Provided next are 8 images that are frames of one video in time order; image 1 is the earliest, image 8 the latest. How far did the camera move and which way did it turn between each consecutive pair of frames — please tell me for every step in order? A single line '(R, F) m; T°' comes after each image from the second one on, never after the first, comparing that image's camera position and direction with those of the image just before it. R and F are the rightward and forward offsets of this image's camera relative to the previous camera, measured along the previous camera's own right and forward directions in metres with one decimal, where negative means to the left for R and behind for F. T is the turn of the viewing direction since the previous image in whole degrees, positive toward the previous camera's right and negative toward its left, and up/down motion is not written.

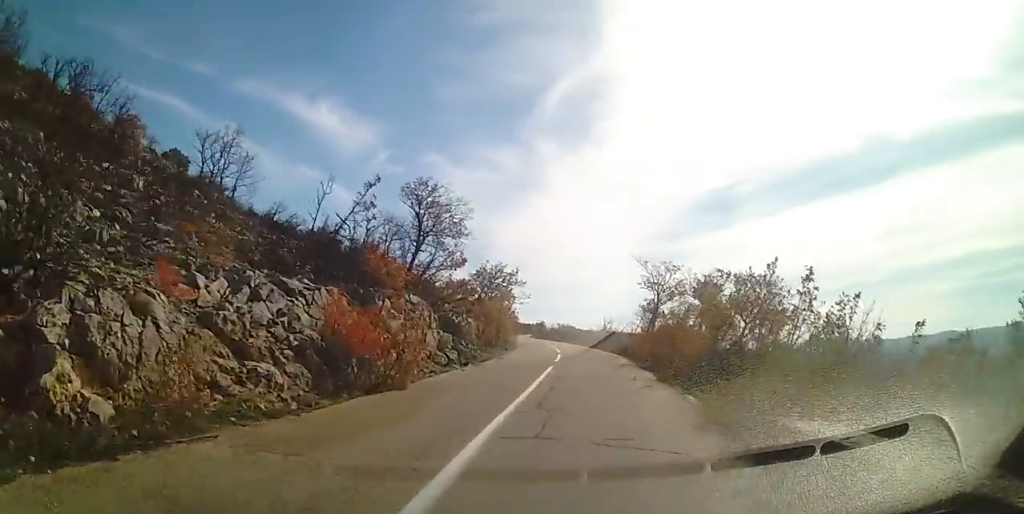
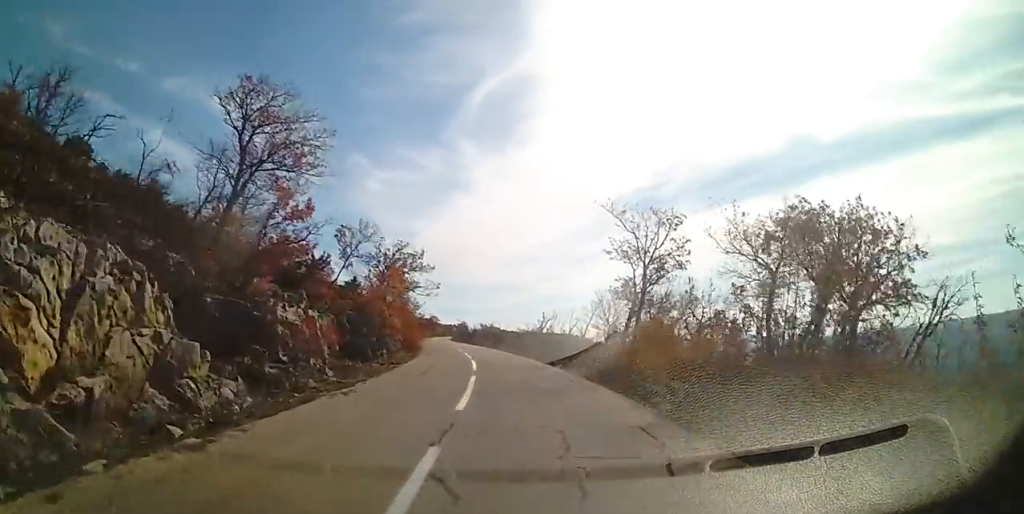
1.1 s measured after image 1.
(+1.5, +12.6) m; +8°
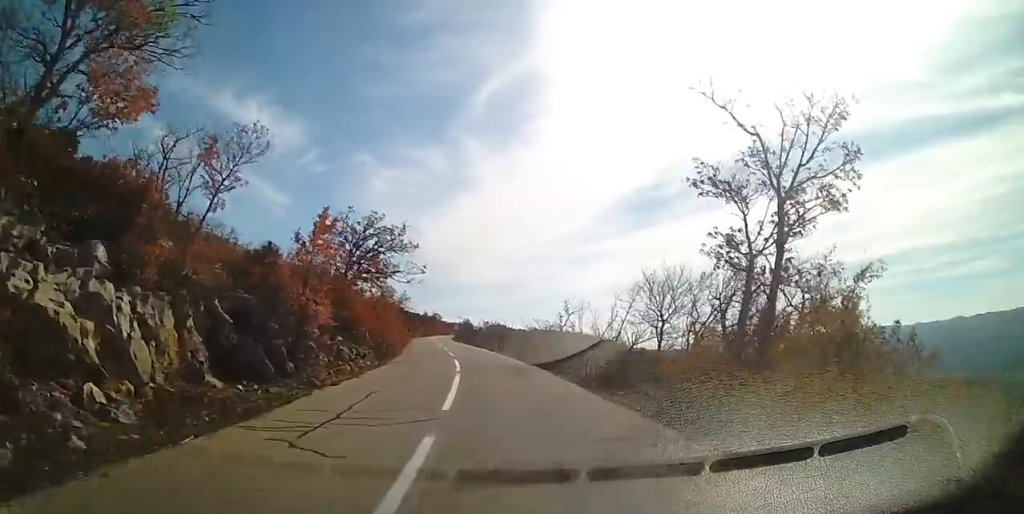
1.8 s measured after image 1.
(+0.3, +8.8) m; 0°
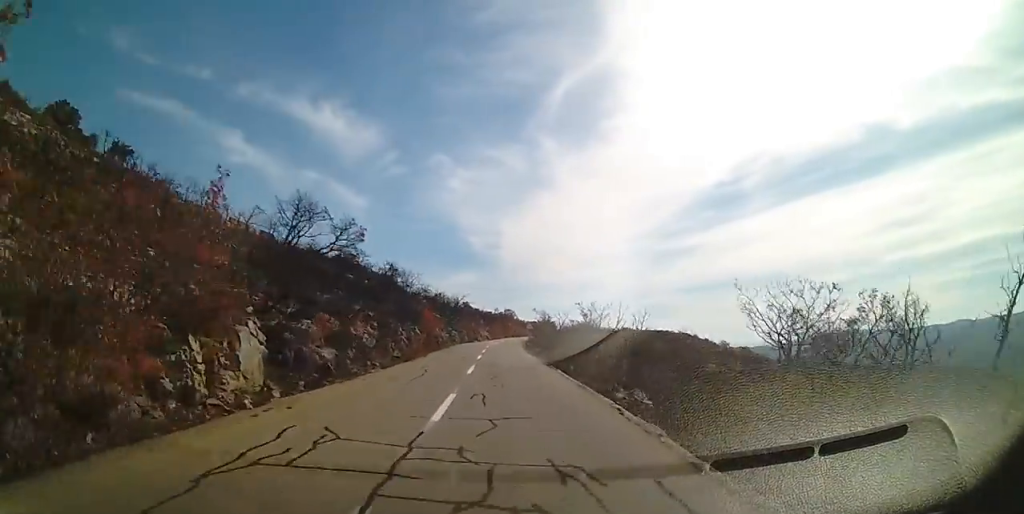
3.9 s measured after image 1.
(-1.2, +29.8) m; -5°
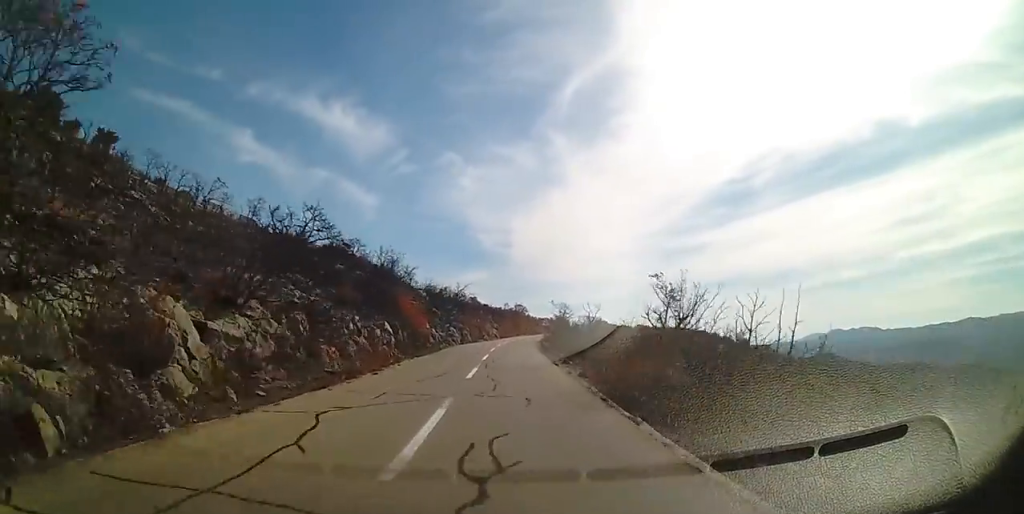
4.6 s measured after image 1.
(-0.4, +10.8) m; -3°
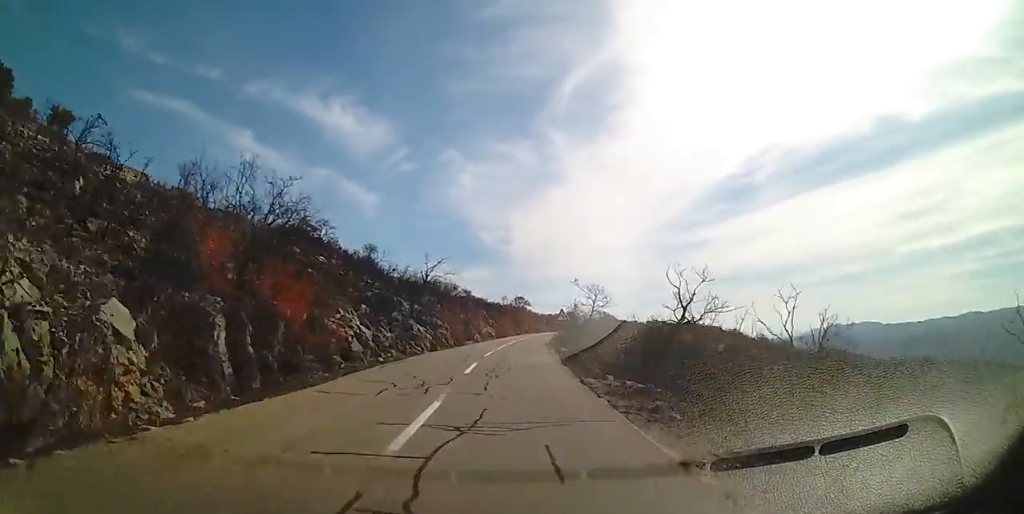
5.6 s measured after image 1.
(-0.5, +17.0) m; -2°
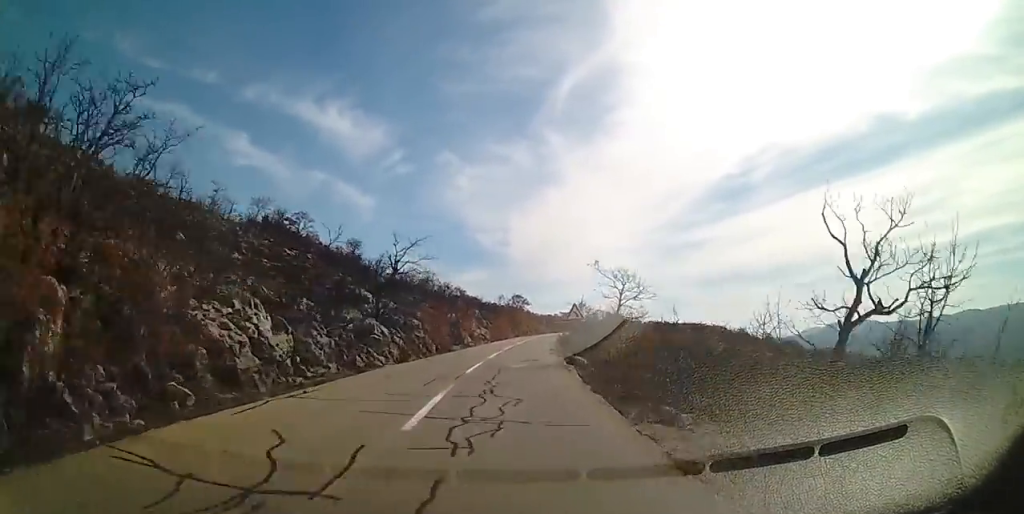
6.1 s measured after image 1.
(0.0, +7.6) m; 0°
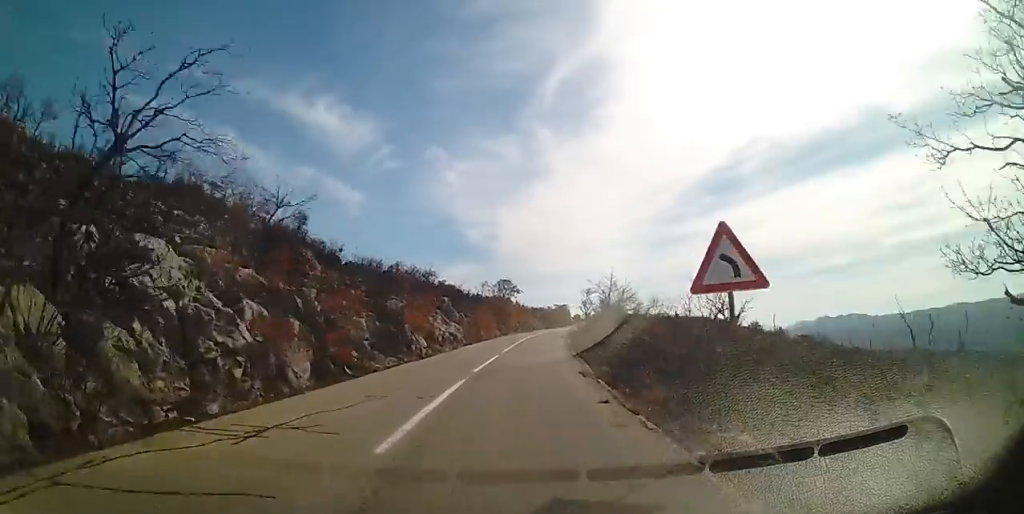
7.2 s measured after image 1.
(+0.1, +18.0) m; +2°
